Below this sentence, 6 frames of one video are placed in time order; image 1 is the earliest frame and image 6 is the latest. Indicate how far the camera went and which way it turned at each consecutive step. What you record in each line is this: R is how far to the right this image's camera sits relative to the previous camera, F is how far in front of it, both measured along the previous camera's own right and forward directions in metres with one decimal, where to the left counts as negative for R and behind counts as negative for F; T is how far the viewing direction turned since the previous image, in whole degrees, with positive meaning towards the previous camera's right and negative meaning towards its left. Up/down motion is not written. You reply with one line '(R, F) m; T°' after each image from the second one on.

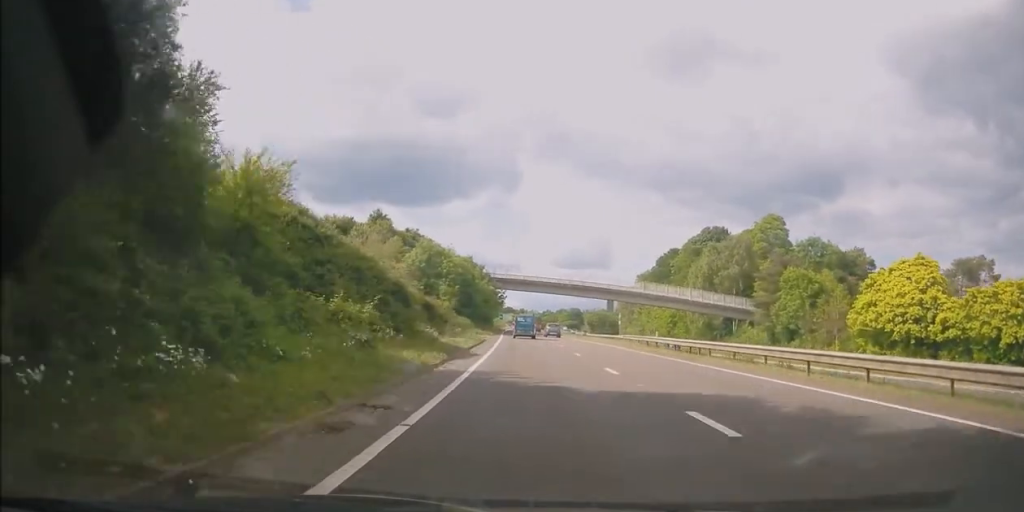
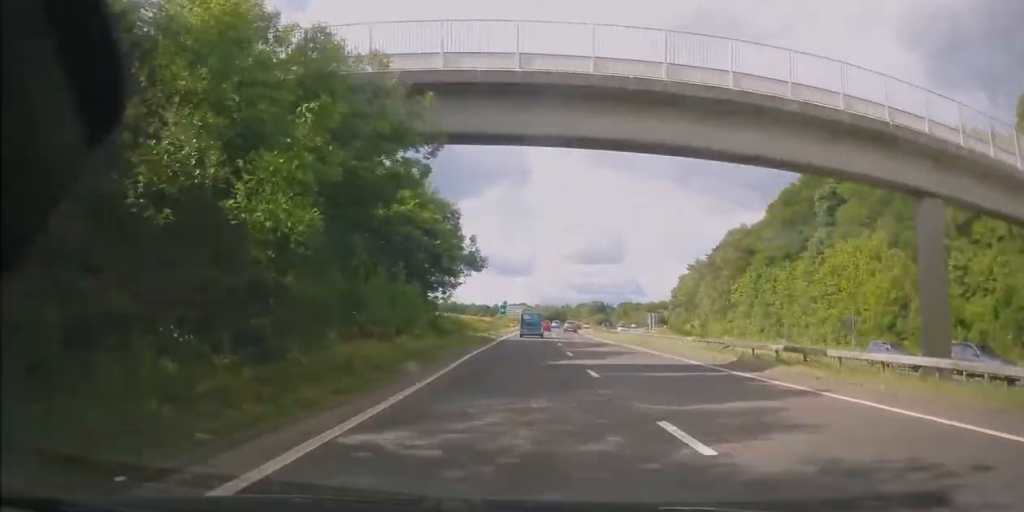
(-0.4, +74.8) m; -1°
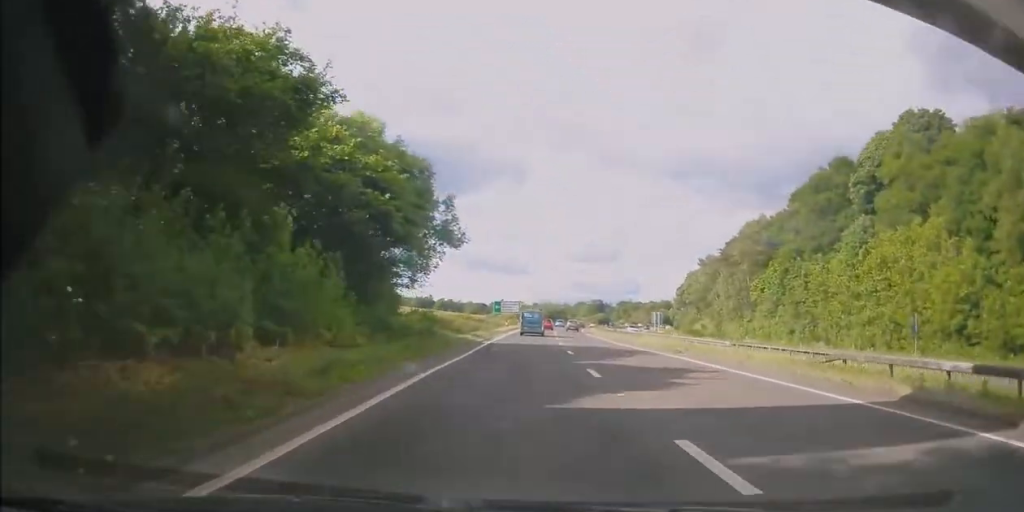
(-0.1, +10.1) m; 0°
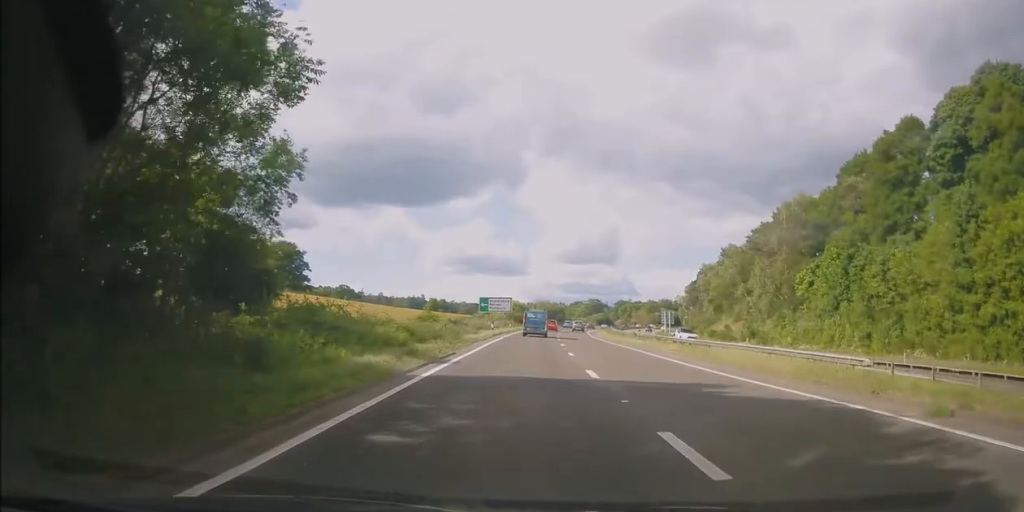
(-0.4, +17.8) m; +1°
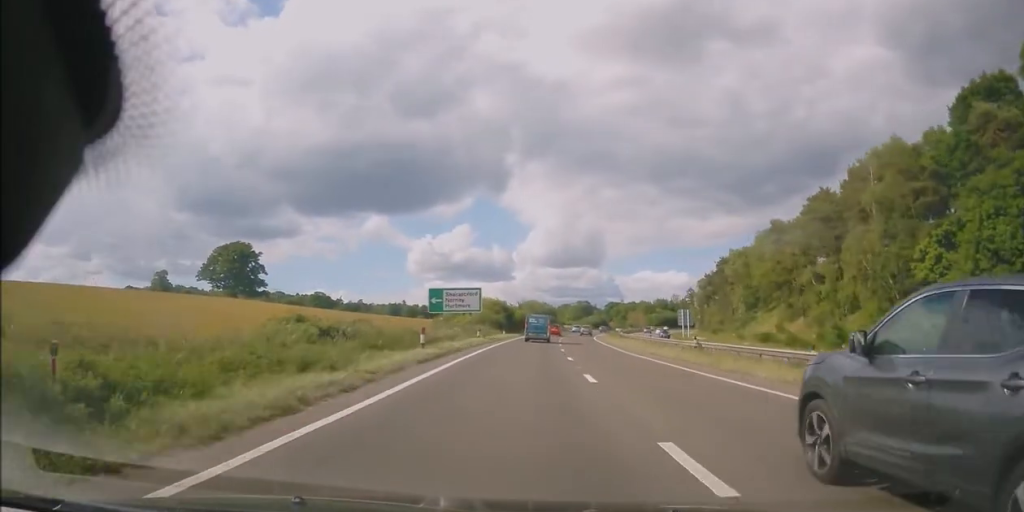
(+0.7, +28.0) m; +1°
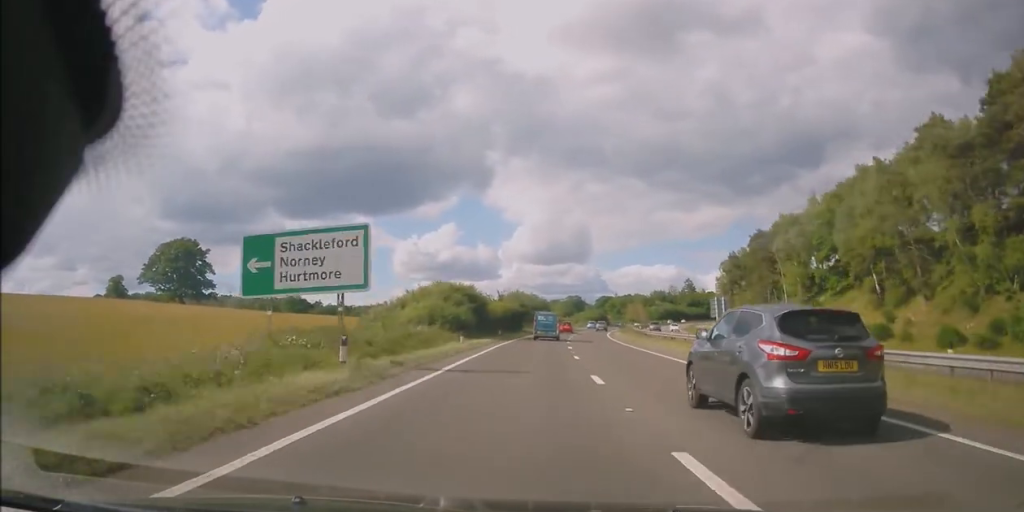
(+0.1, +27.9) m; +2°
